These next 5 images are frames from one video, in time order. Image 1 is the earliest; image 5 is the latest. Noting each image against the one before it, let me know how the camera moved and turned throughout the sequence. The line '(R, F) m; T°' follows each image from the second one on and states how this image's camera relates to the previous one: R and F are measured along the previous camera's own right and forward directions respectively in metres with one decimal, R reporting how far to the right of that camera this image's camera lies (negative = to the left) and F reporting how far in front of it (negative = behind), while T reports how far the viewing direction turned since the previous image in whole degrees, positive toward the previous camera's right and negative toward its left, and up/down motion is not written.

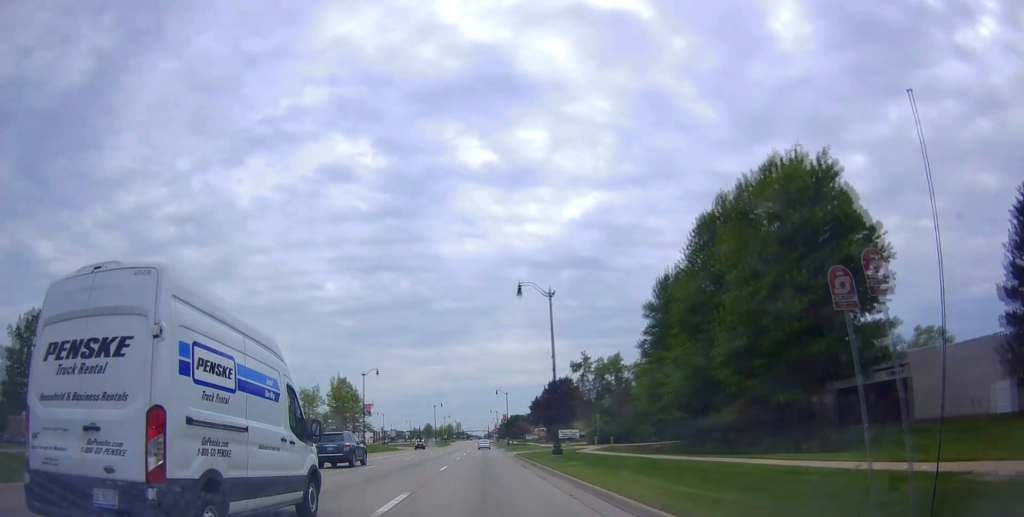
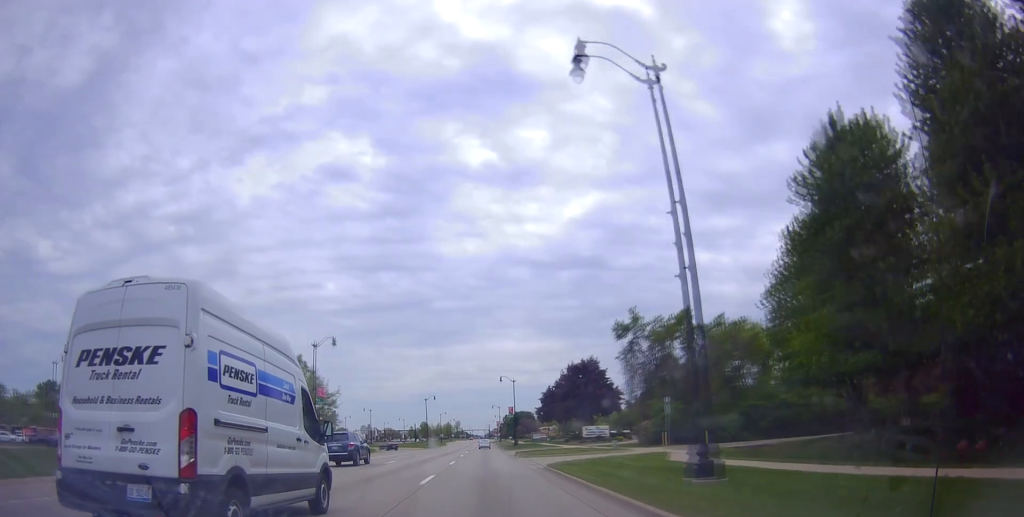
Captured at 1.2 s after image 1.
(-0.6, +24.1) m; -2°
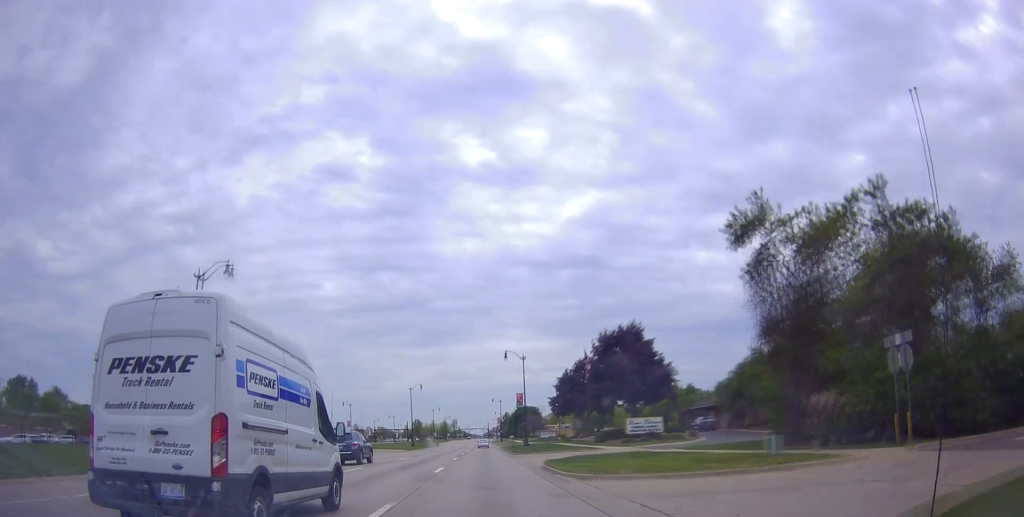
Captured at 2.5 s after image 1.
(+0.1, +24.4) m; +2°
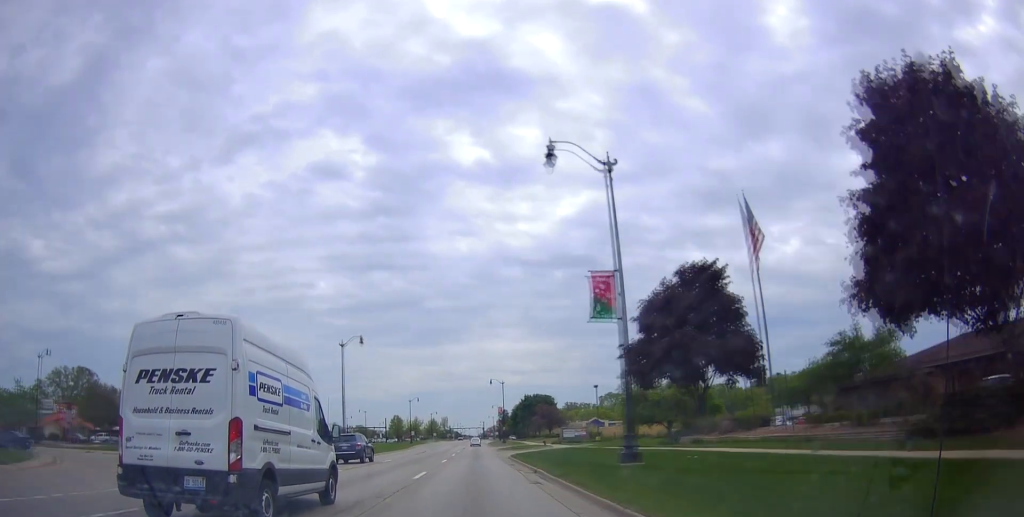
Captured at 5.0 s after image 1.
(-0.3, +47.5) m; -1°
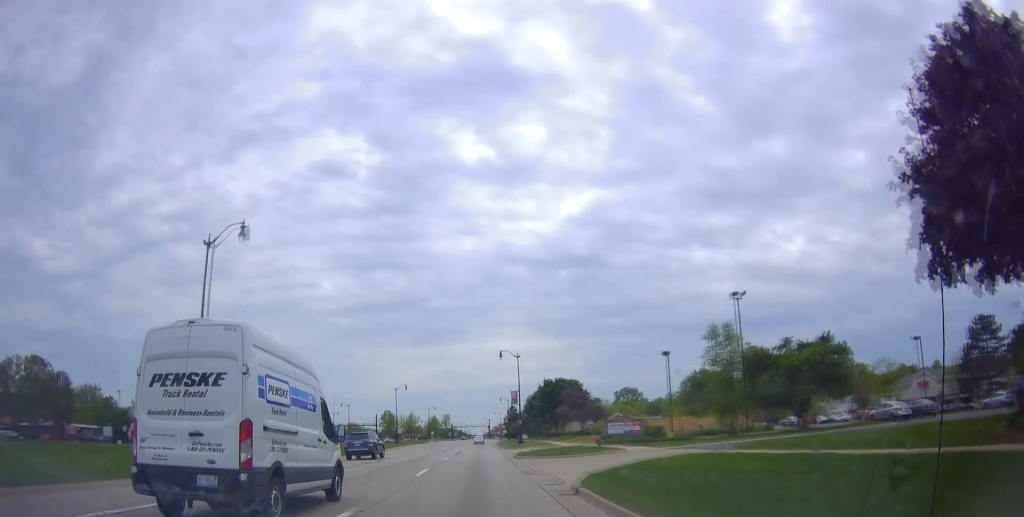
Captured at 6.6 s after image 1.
(+1.2, +30.1) m; +2°
